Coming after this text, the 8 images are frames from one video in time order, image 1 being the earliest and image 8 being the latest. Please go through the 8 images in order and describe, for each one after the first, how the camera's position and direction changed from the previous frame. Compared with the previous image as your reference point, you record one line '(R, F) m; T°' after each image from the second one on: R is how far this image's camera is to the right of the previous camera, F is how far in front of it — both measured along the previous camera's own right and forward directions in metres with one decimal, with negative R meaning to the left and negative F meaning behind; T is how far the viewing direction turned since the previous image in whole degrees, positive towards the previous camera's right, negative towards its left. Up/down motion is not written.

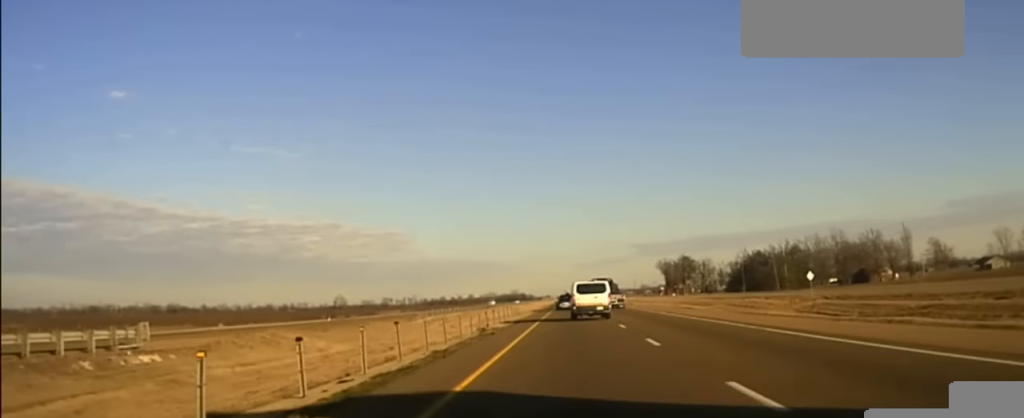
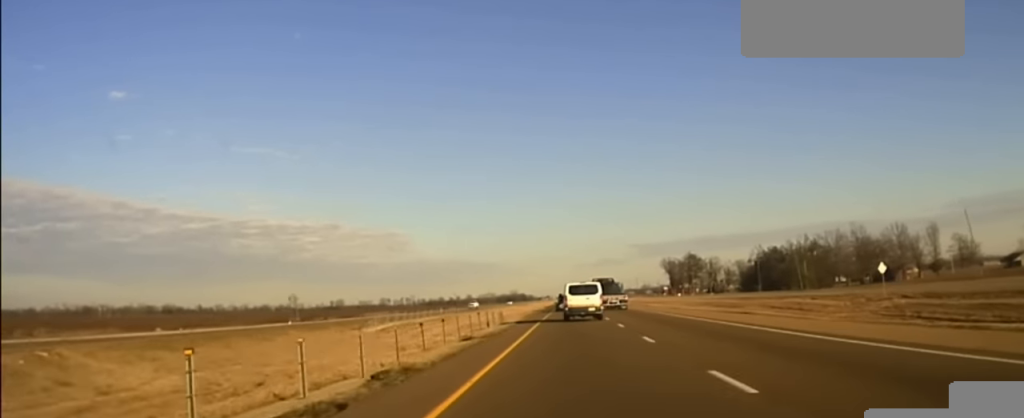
(-0.1, +26.1) m; 0°
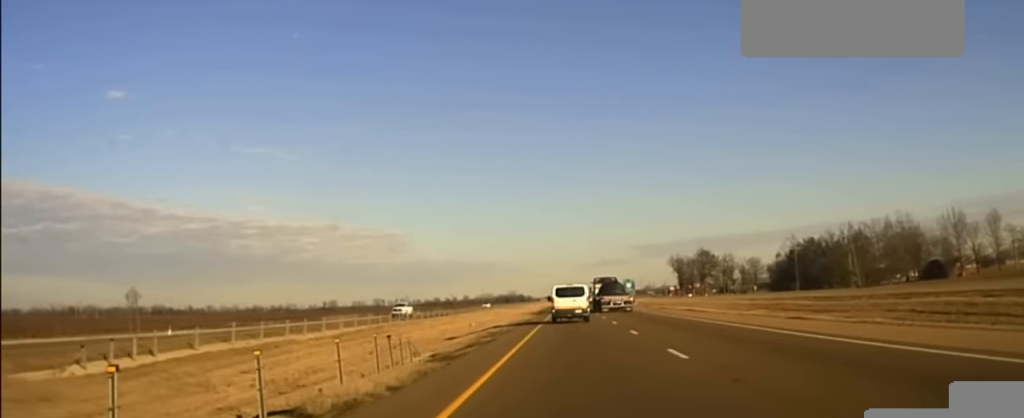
(+0.5, +48.7) m; 0°
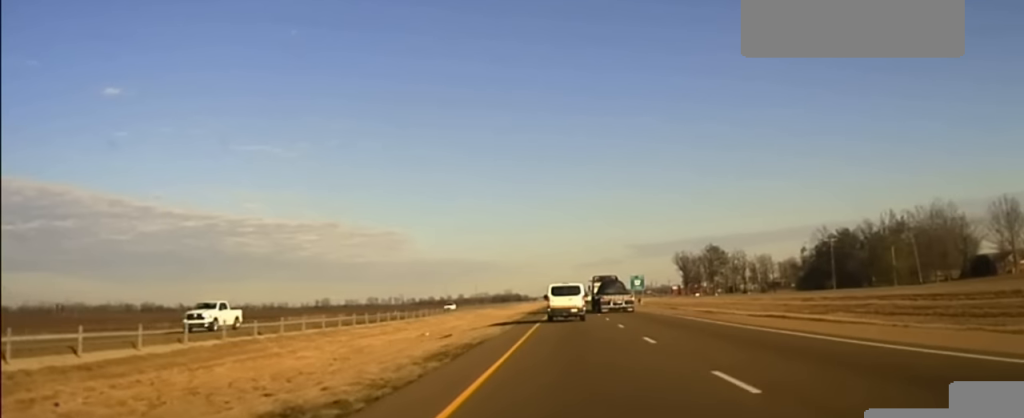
(-0.2, +29.0) m; -1°
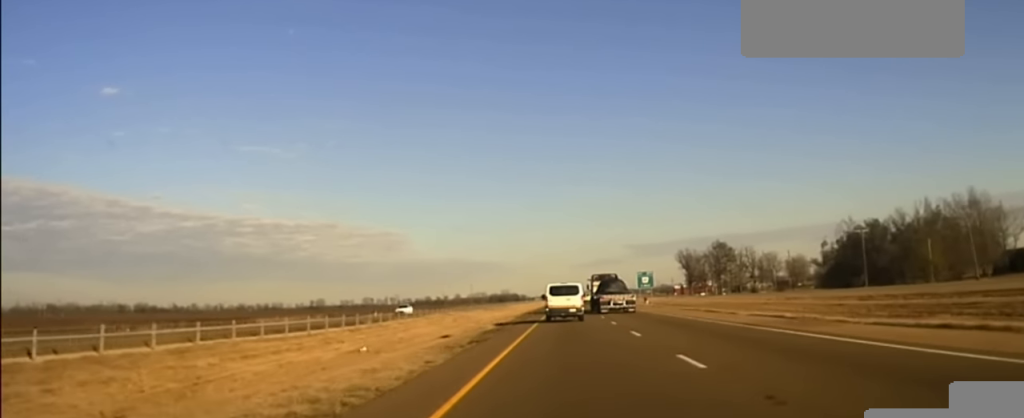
(-0.1, +16.8) m; 0°
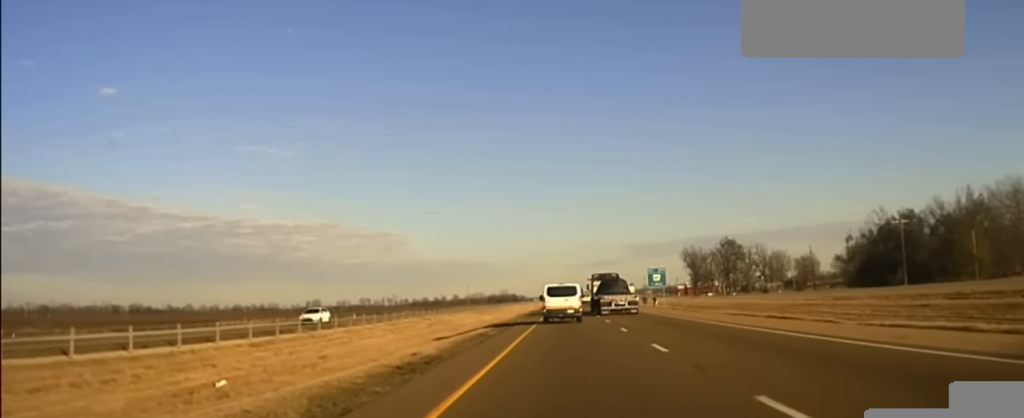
(0.0, +14.7) m; 0°
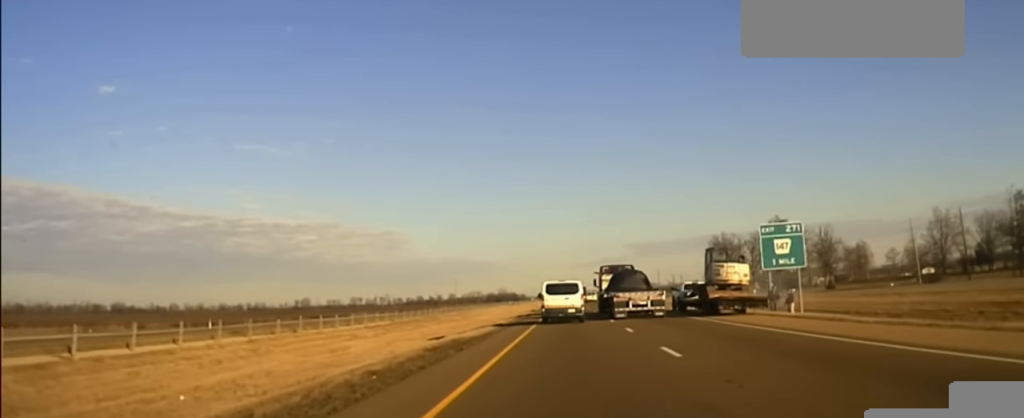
(+0.6, +61.7) m; 0°
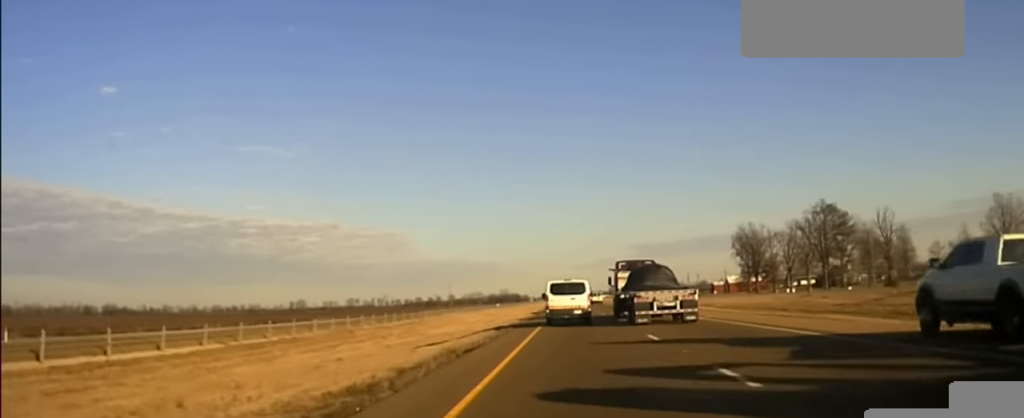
(0.0, +46.9) m; 0°
